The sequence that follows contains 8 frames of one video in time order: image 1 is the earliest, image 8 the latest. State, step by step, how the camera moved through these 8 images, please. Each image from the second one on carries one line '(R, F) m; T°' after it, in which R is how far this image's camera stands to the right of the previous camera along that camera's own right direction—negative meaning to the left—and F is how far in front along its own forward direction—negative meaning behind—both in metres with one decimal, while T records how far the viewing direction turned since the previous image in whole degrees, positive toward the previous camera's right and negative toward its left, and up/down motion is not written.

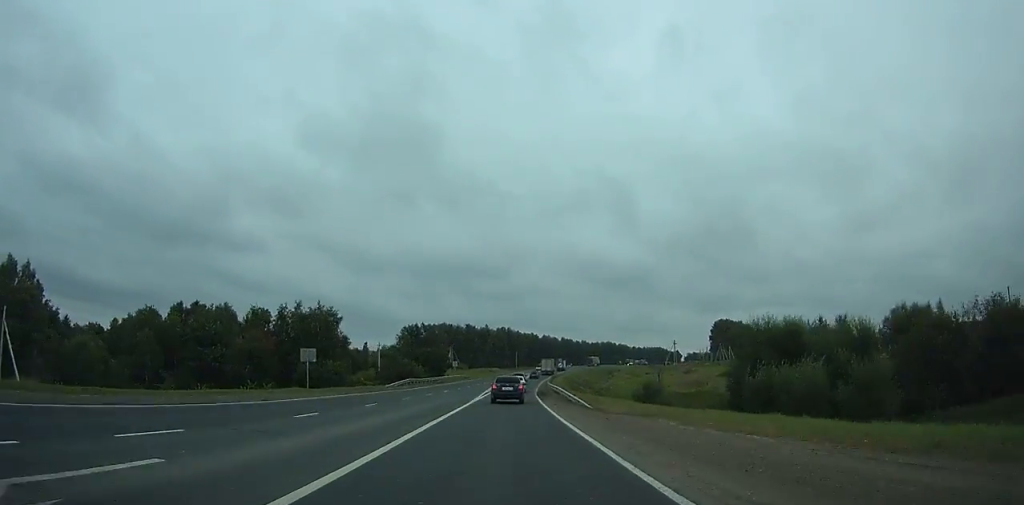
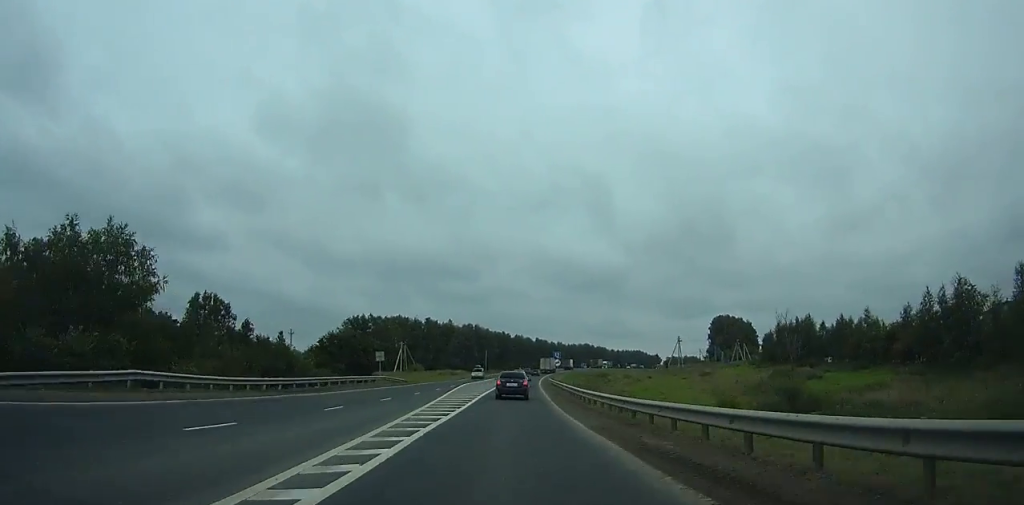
(+0.6, +47.1) m; +2°
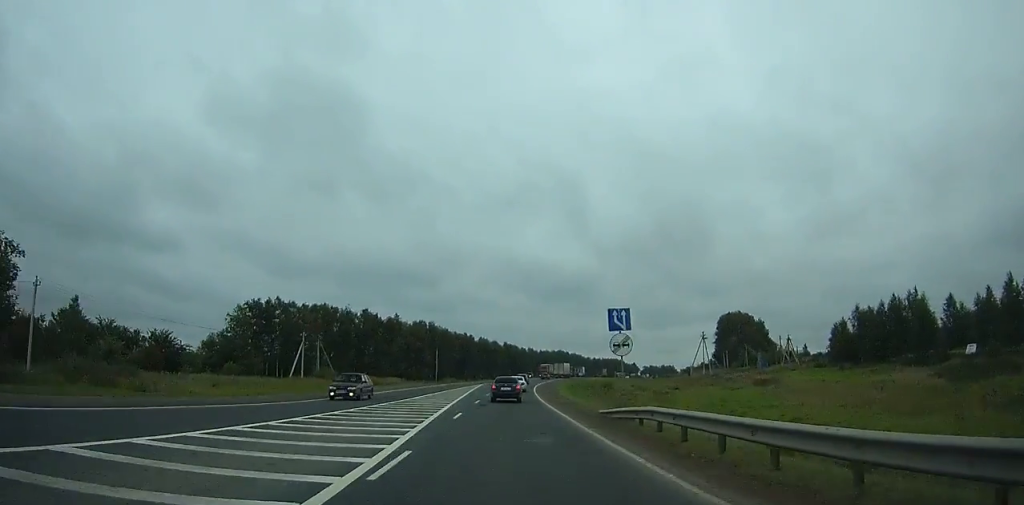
(+1.7, +58.3) m; +4°
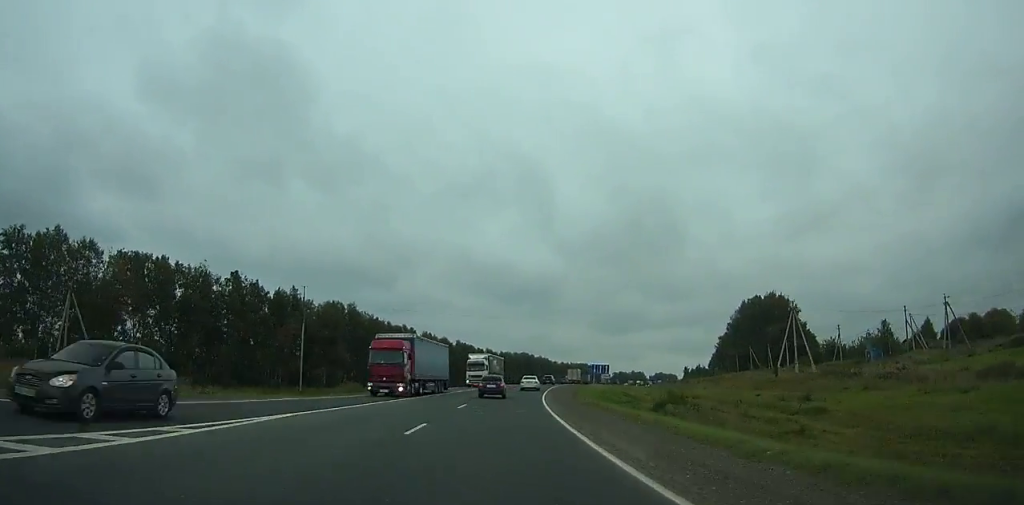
(+2.5, +67.1) m; +5°
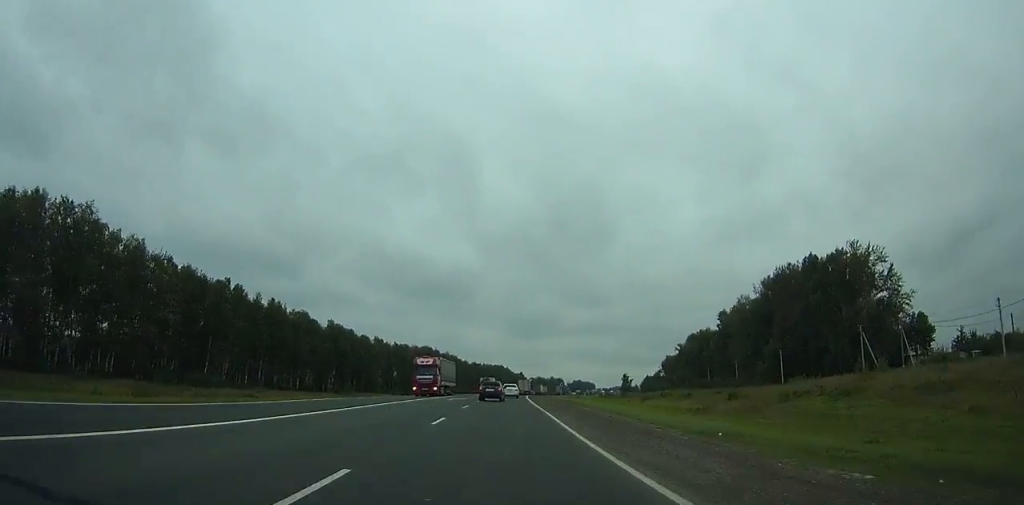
(+4.6, +80.7) m; +6°
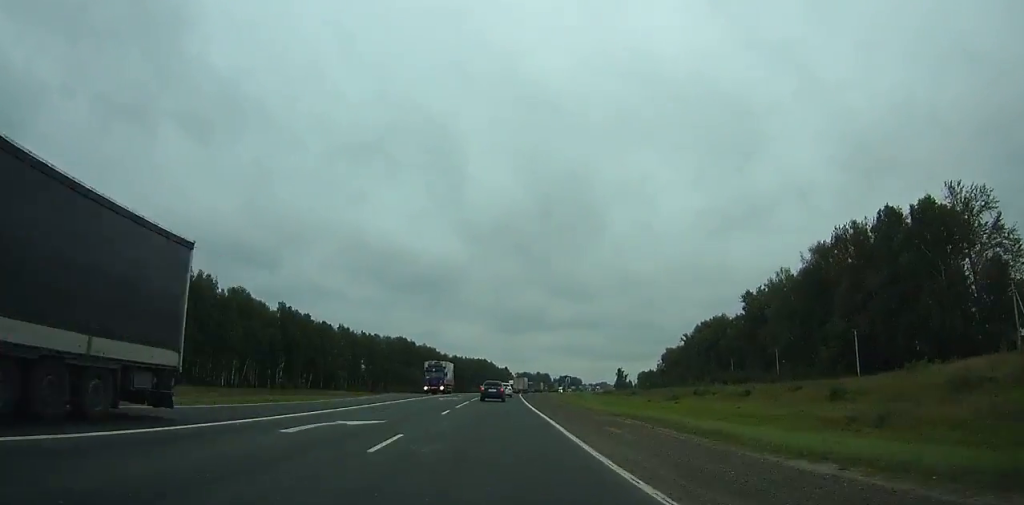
(+1.0, +30.7) m; +2°
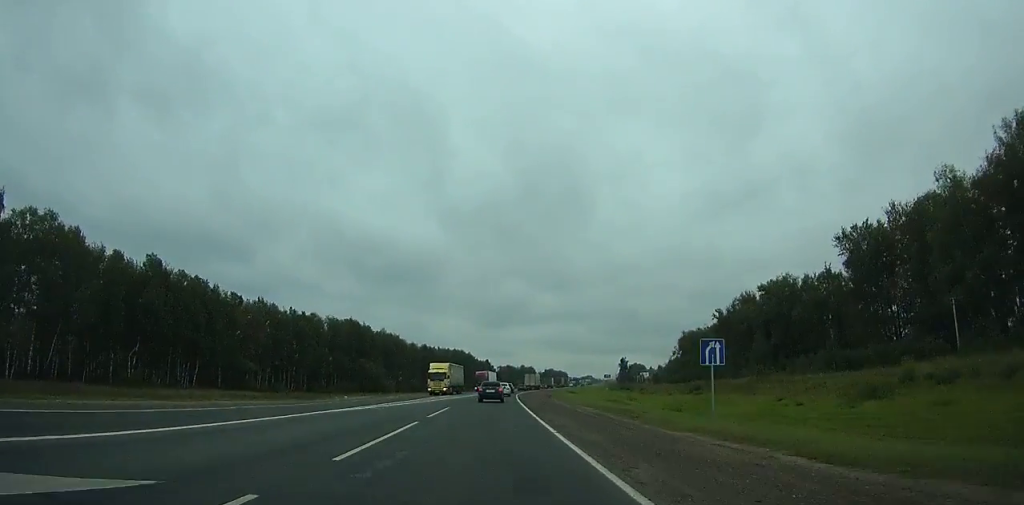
(+1.3, +55.6) m; +2°
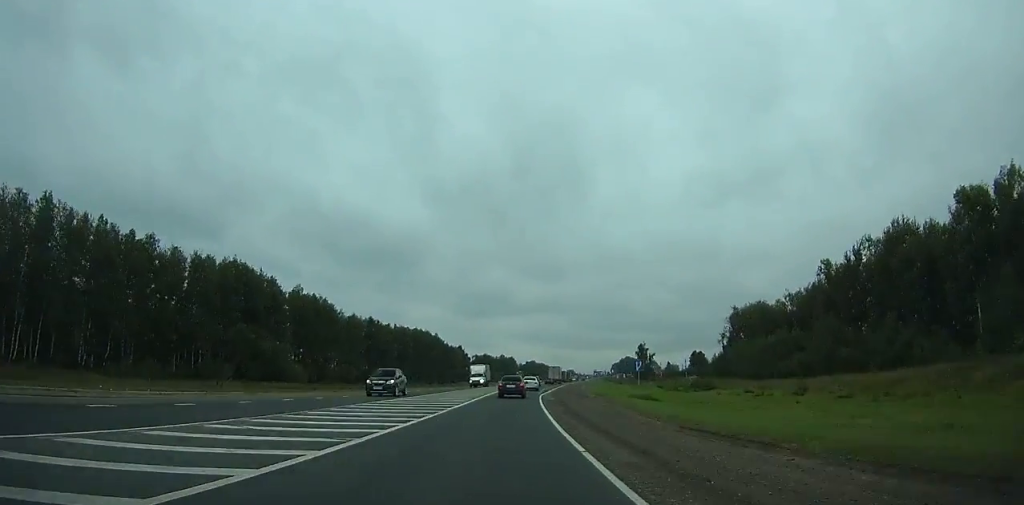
(+1.3, +72.2) m; +3°
